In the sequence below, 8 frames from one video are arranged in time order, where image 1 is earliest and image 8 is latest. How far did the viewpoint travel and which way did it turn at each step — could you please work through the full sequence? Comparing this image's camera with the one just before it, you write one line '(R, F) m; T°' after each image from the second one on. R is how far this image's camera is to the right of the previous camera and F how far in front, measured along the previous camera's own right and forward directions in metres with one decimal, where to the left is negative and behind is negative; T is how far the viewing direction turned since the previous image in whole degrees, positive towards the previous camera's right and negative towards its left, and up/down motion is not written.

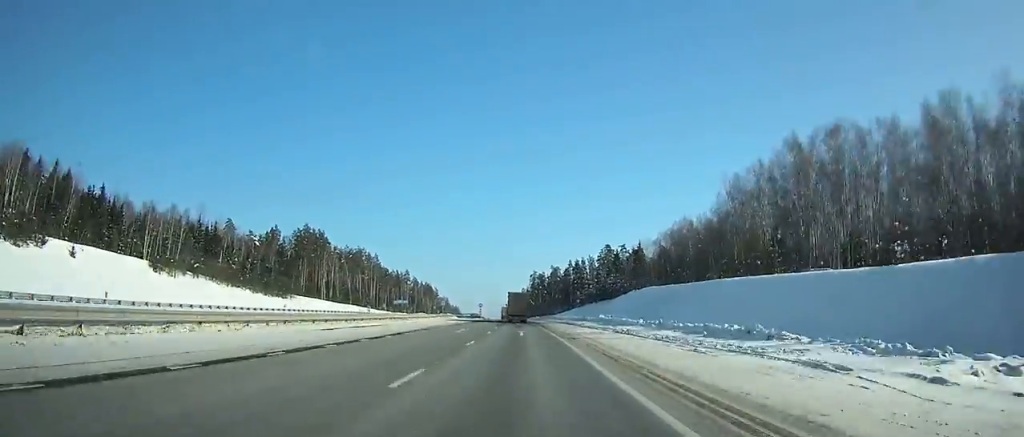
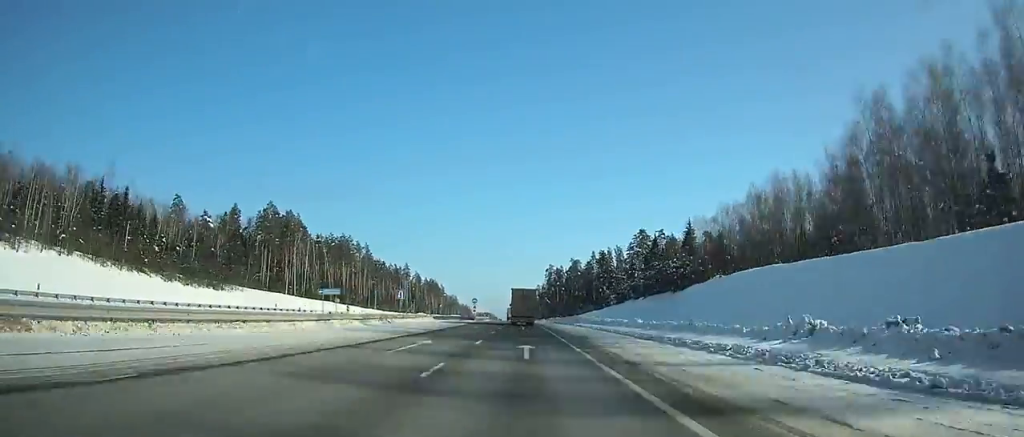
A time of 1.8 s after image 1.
(-0.3, +43.7) m; -1°
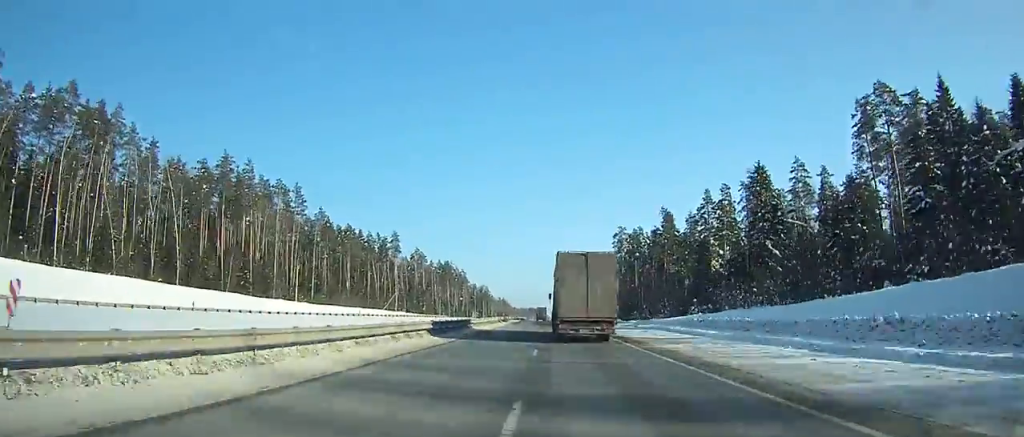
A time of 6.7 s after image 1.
(-3.9, +116.9) m; -3°
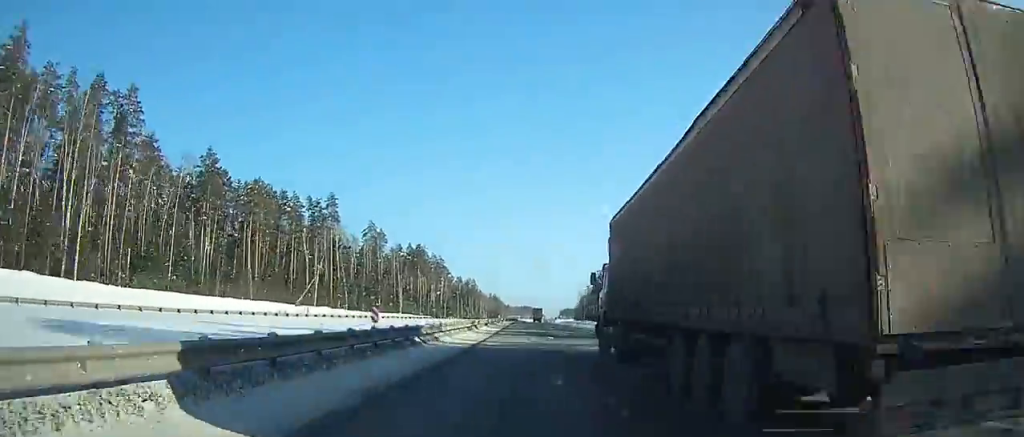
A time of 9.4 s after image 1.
(-0.3, +75.8) m; 0°
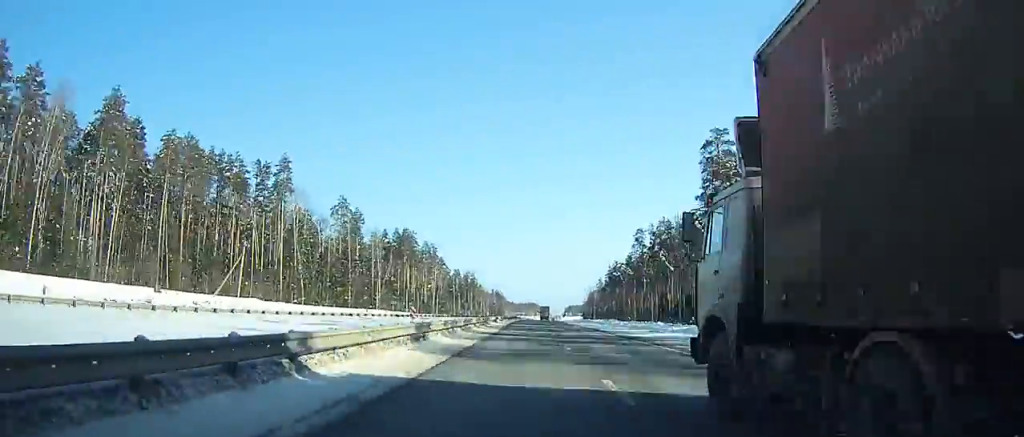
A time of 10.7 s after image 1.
(-0.1, +37.6) m; 0°
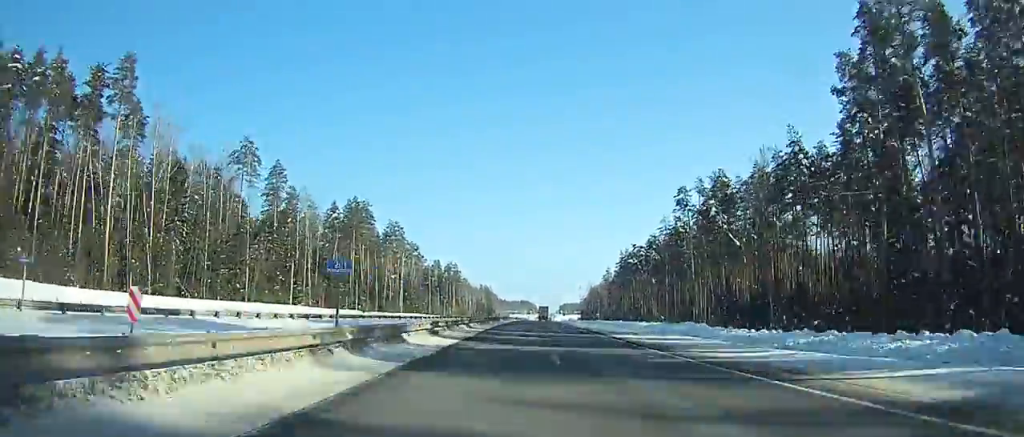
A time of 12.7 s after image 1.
(-0.4, +58.7) m; 0°
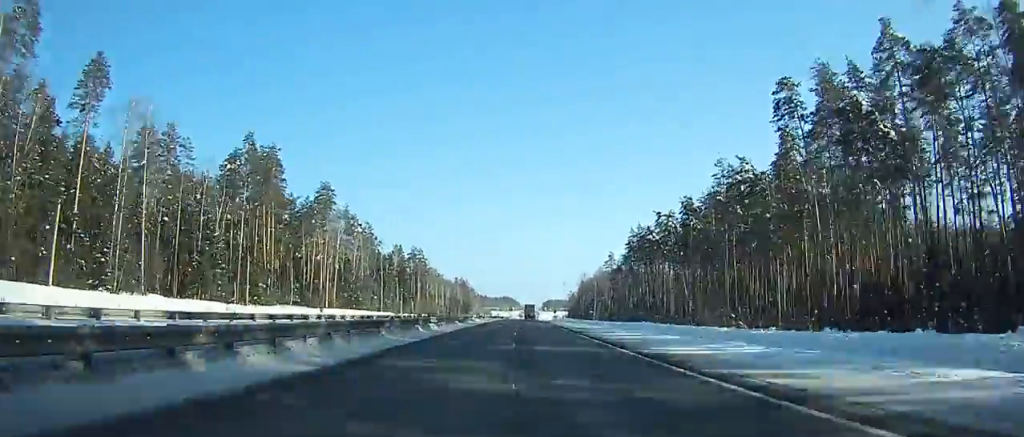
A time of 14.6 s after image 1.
(+0.6, +55.0) m; +1°
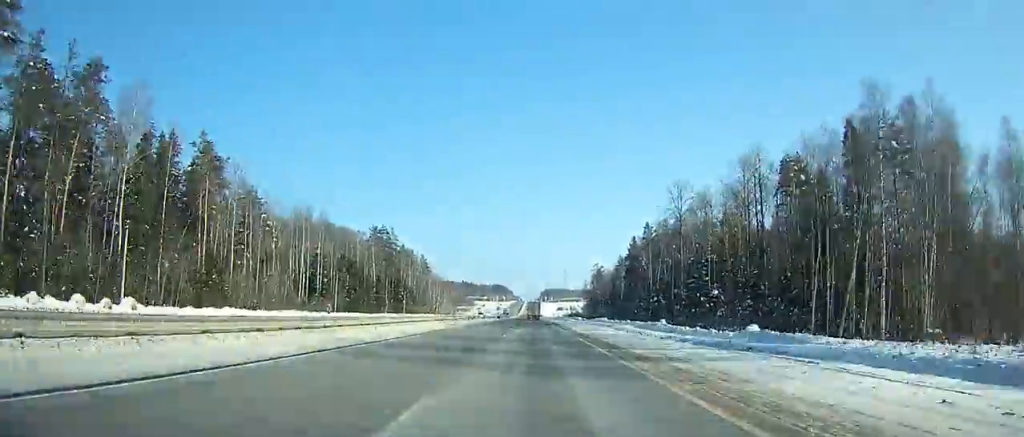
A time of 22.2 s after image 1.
(+3.9, +215.1) m; +2°
